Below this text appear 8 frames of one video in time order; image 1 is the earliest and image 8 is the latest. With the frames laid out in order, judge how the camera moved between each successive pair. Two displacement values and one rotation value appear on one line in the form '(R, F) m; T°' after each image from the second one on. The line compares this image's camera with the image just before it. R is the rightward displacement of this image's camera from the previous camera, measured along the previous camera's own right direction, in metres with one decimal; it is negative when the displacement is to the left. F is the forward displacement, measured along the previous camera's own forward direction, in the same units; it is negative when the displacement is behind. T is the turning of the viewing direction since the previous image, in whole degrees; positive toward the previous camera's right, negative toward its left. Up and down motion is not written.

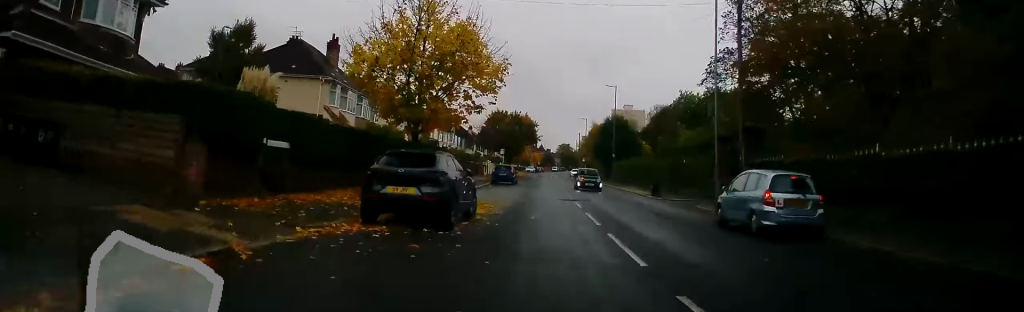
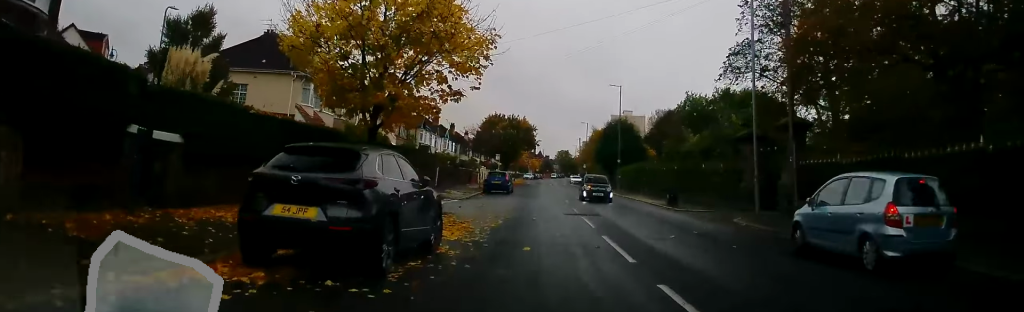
(0.0, +4.7) m; -1°
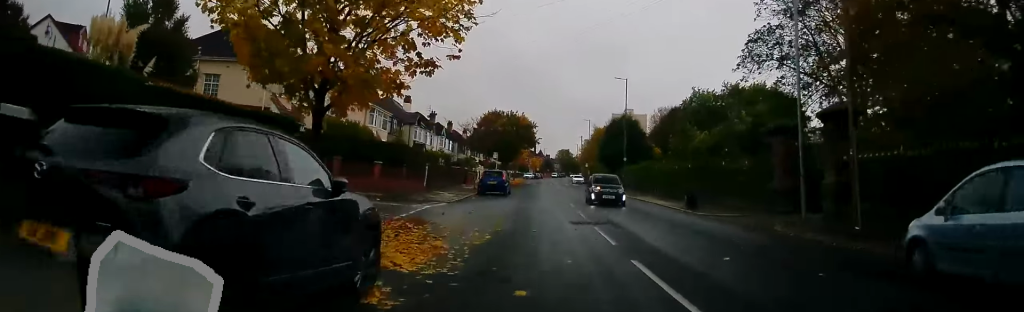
(-0.1, +3.8) m; 0°
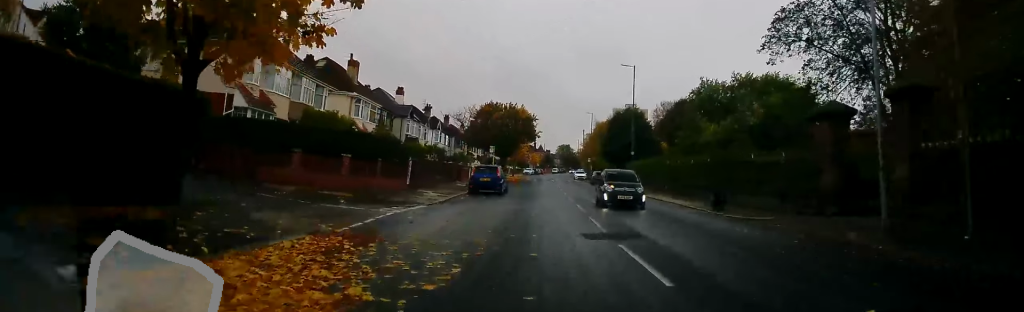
(-0.1, +4.3) m; 0°
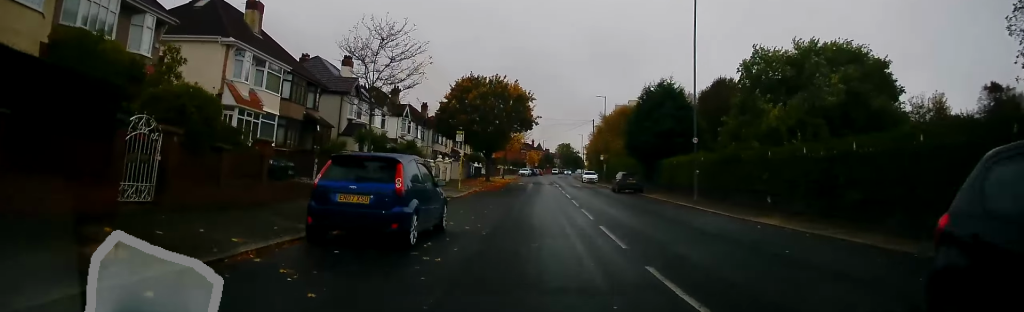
(+0.5, +20.1) m; 0°
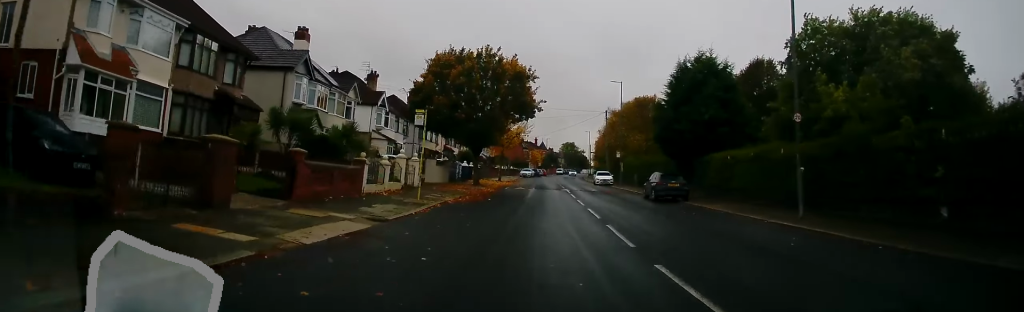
(+0.1, +11.8) m; -1°
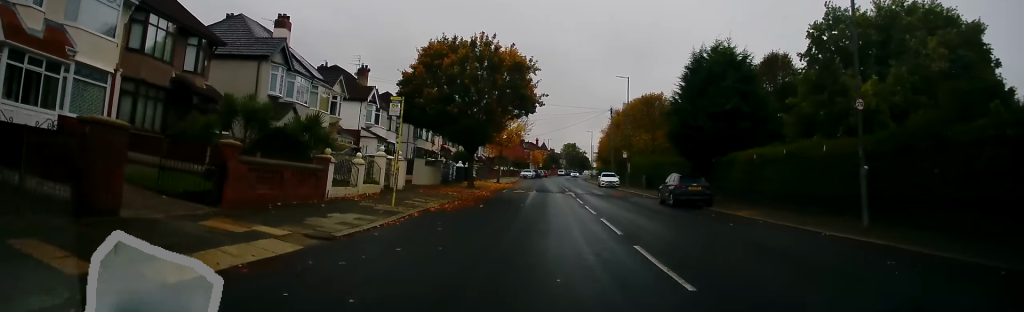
(-0.1, +3.8) m; -1°
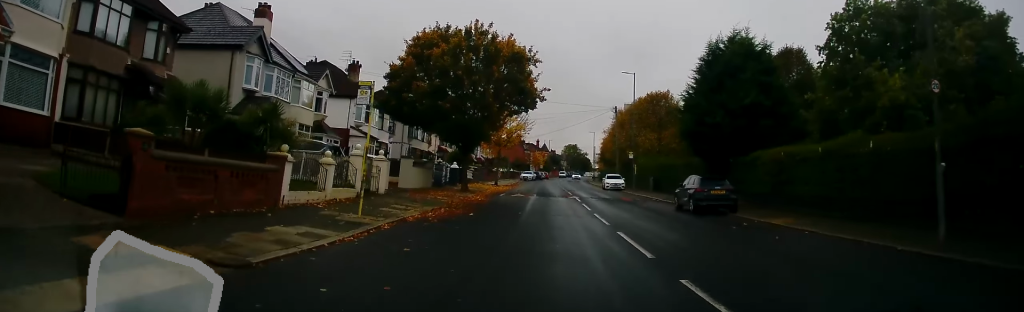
(-0.1, +3.2) m; -1°
